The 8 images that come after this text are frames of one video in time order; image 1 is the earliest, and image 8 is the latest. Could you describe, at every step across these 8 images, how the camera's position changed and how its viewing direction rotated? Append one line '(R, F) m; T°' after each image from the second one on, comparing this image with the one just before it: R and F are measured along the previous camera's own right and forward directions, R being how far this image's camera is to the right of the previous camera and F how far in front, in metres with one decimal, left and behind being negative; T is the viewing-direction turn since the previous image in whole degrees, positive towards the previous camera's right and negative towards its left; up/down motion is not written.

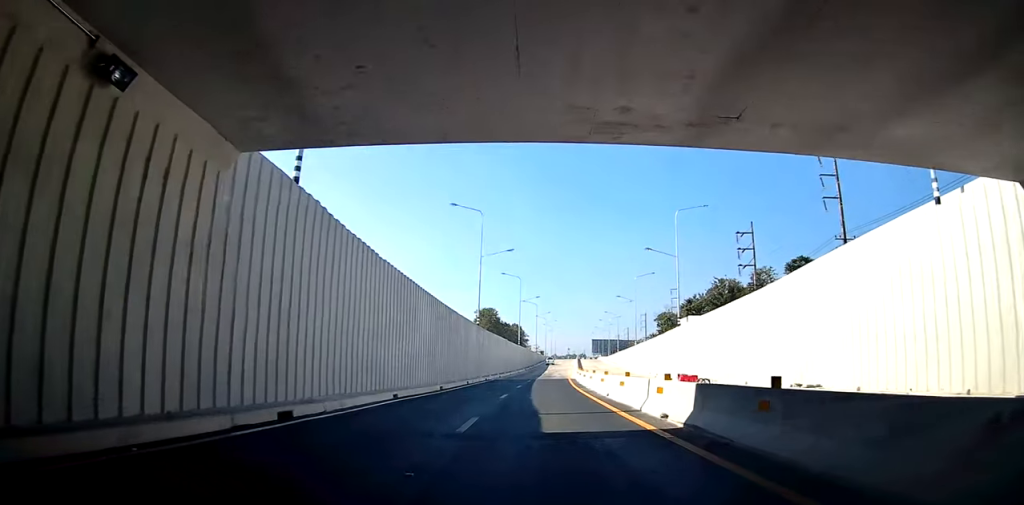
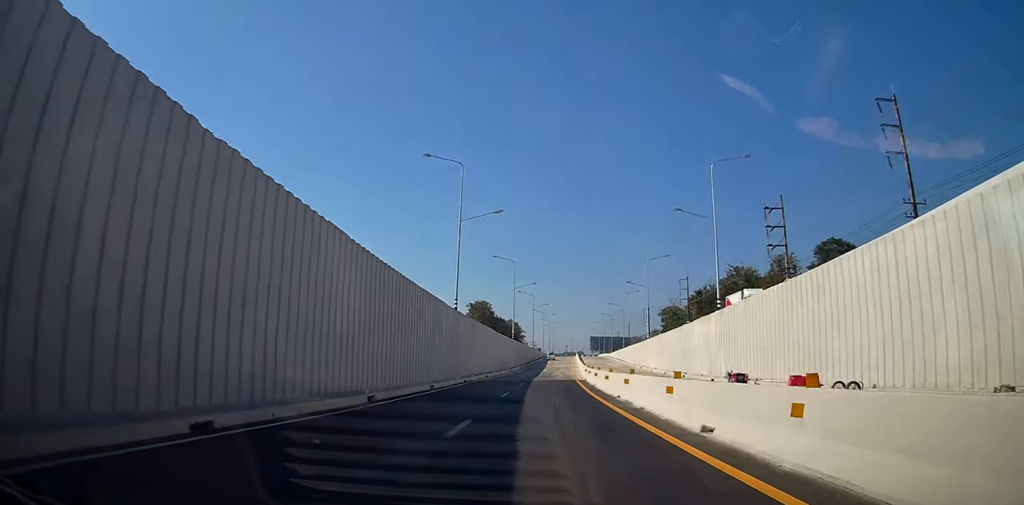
(-0.4, +12.0) m; -1°
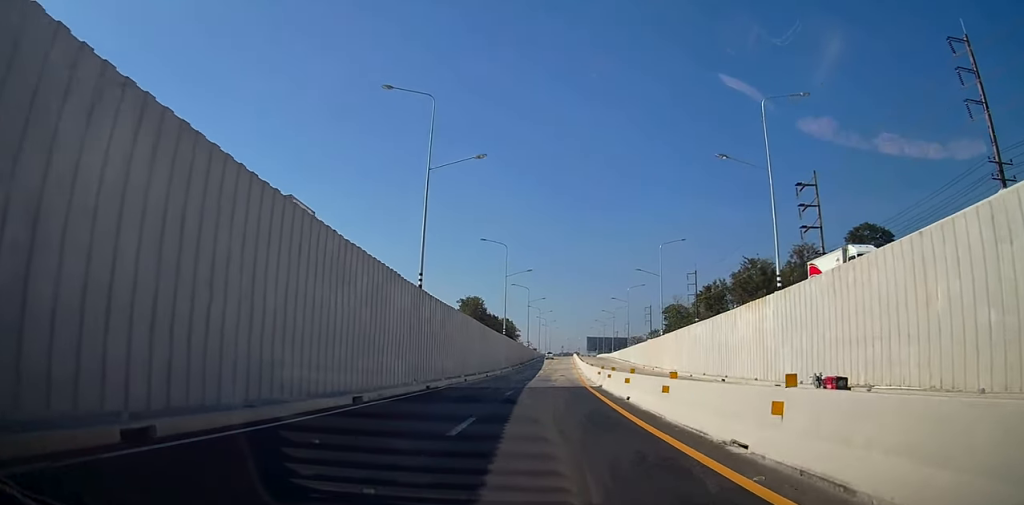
(0.0, +10.5) m; -1°
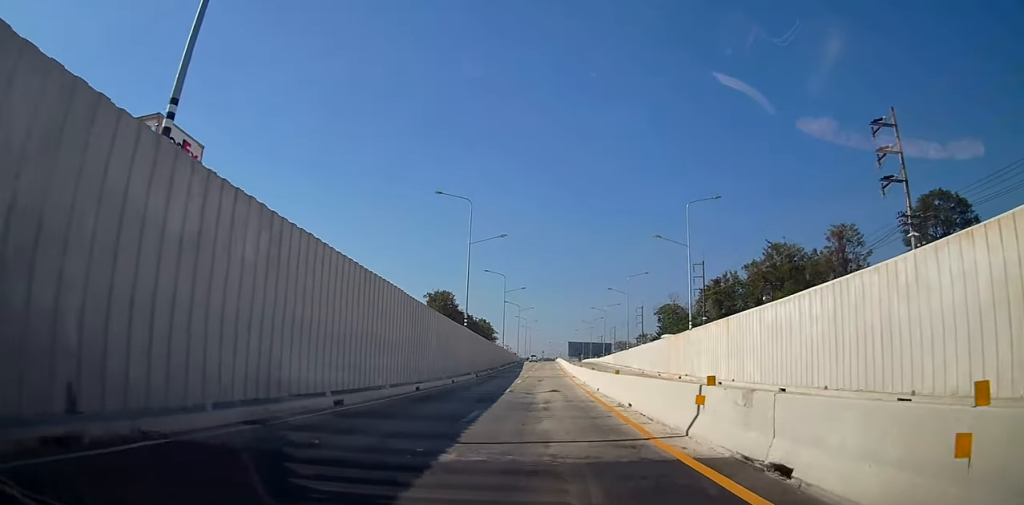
(-0.5, +19.7) m; -3°
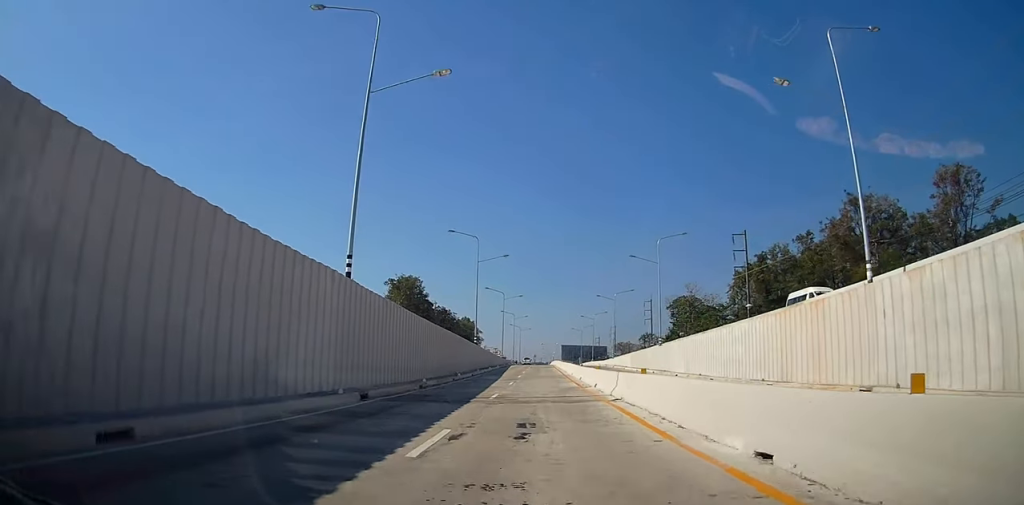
(0.0, +27.7) m; 0°
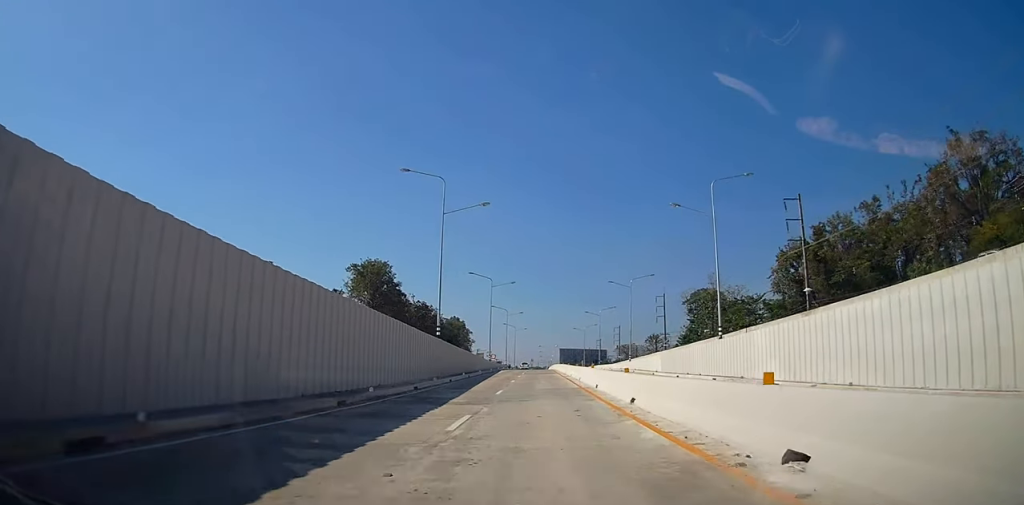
(-0.2, +20.3) m; +1°
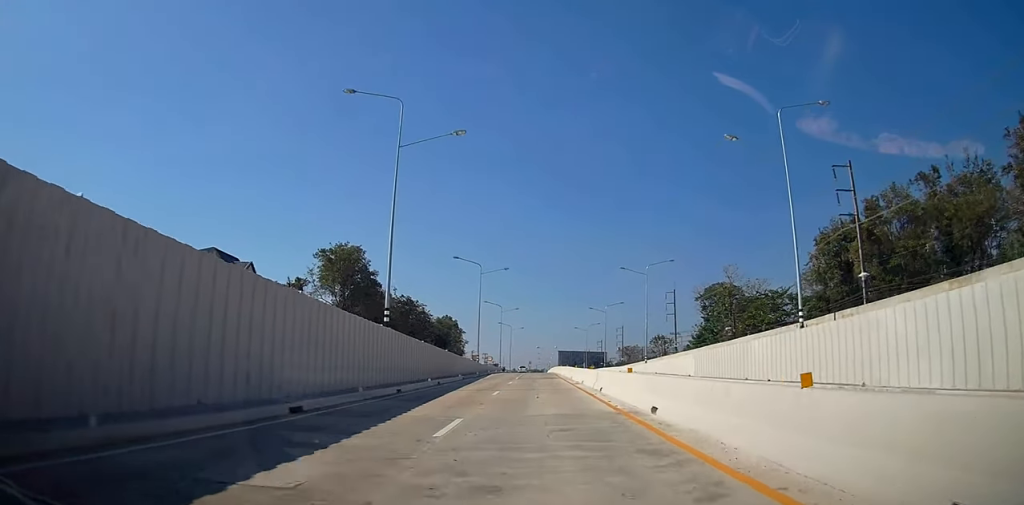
(+0.2, +12.8) m; +2°
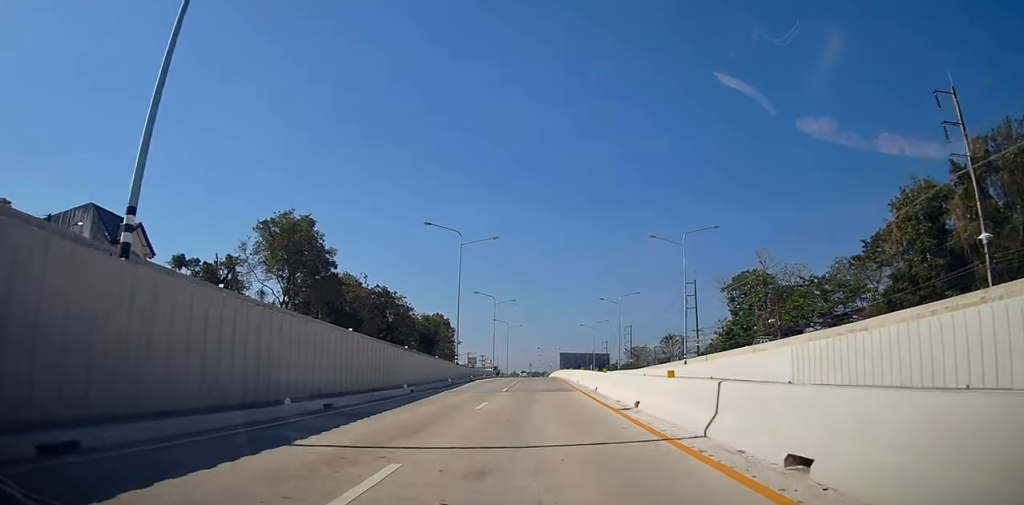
(+0.3, +17.6) m; -1°
